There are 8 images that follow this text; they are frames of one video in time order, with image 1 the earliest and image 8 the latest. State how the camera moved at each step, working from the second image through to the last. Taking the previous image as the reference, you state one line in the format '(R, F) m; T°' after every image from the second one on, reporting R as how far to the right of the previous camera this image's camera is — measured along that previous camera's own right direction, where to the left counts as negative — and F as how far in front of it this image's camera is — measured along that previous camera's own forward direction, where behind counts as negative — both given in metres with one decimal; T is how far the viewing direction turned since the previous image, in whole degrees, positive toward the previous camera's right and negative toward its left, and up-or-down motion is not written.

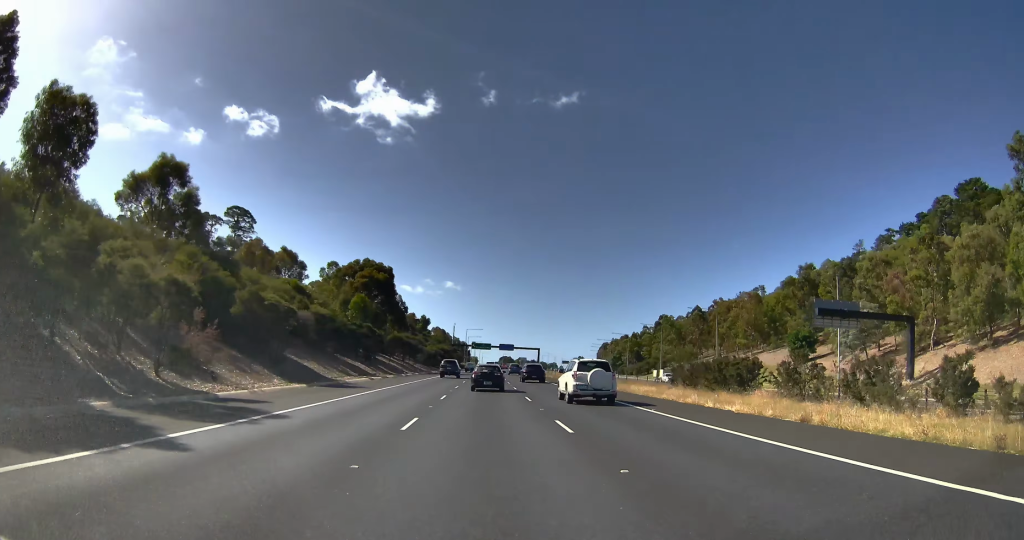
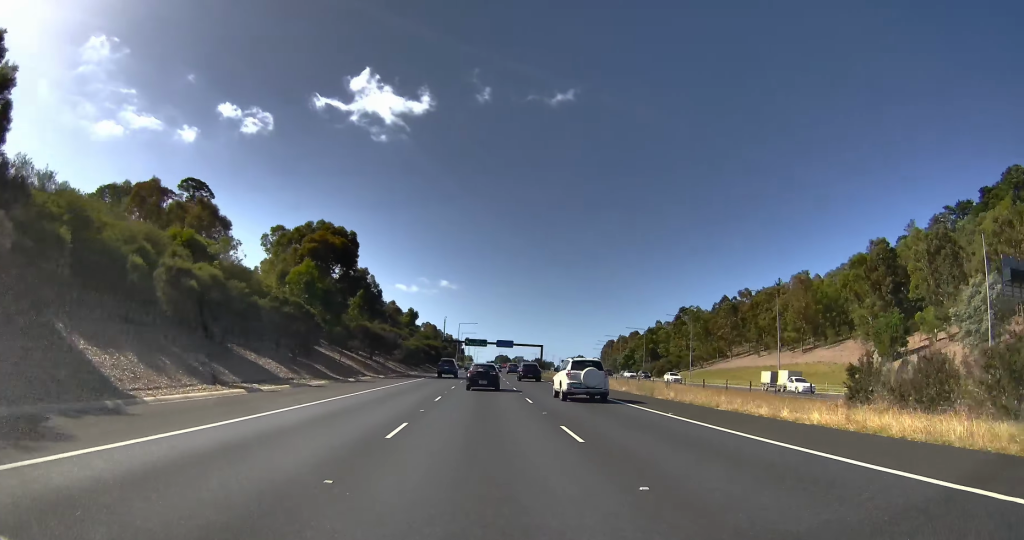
(-0.4, +25.7) m; -1°
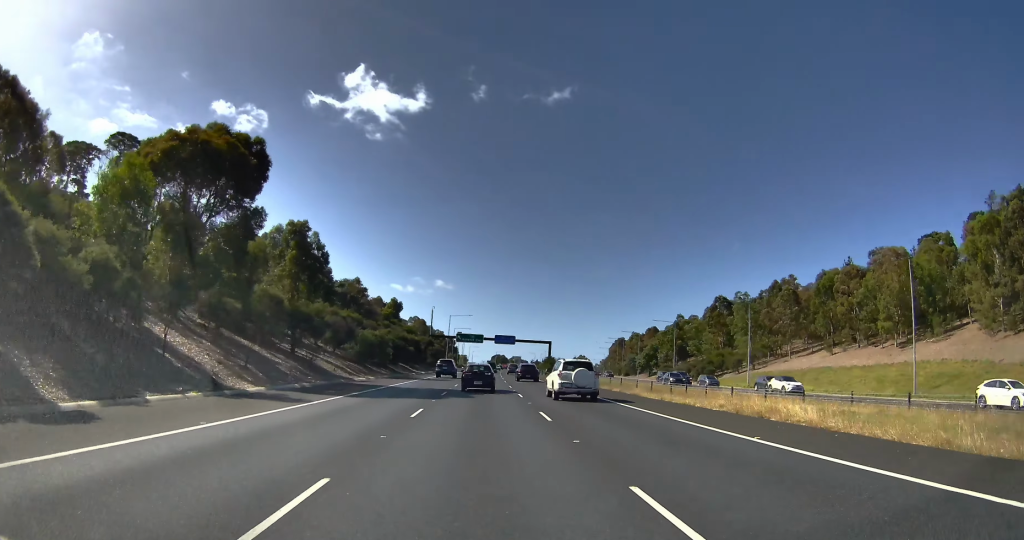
(-0.3, +32.0) m; -1°
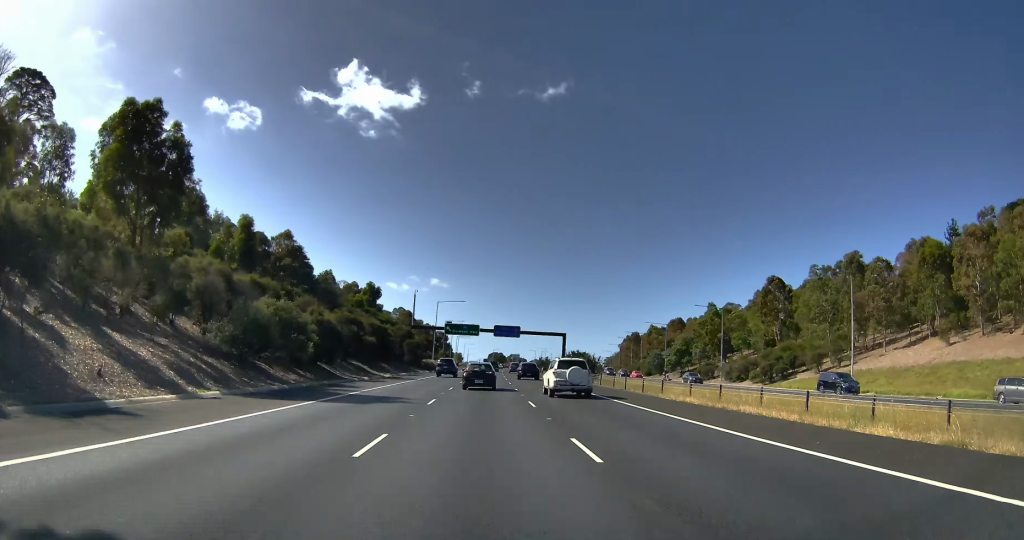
(-0.2, +33.7) m; +1°
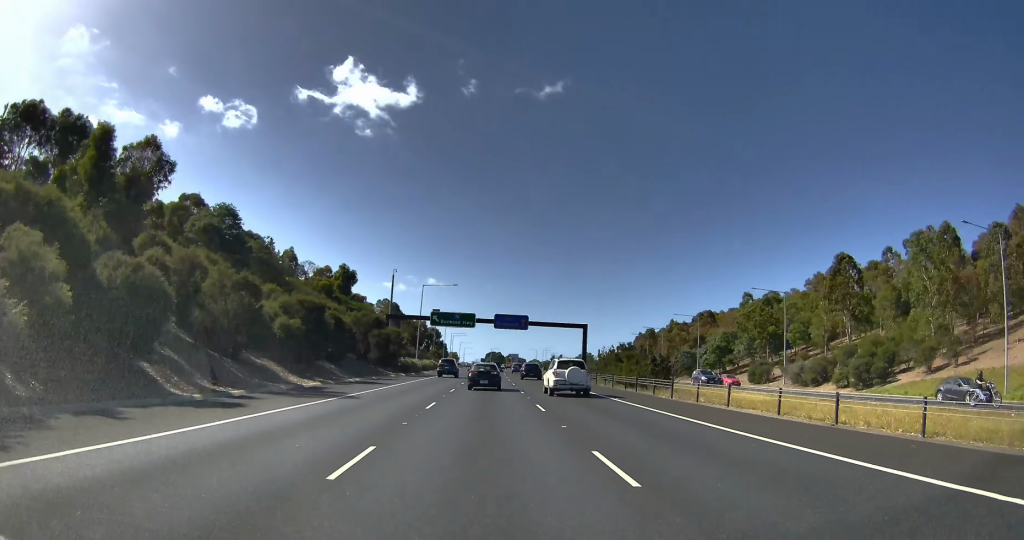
(+0.7, +30.2) m; -1°
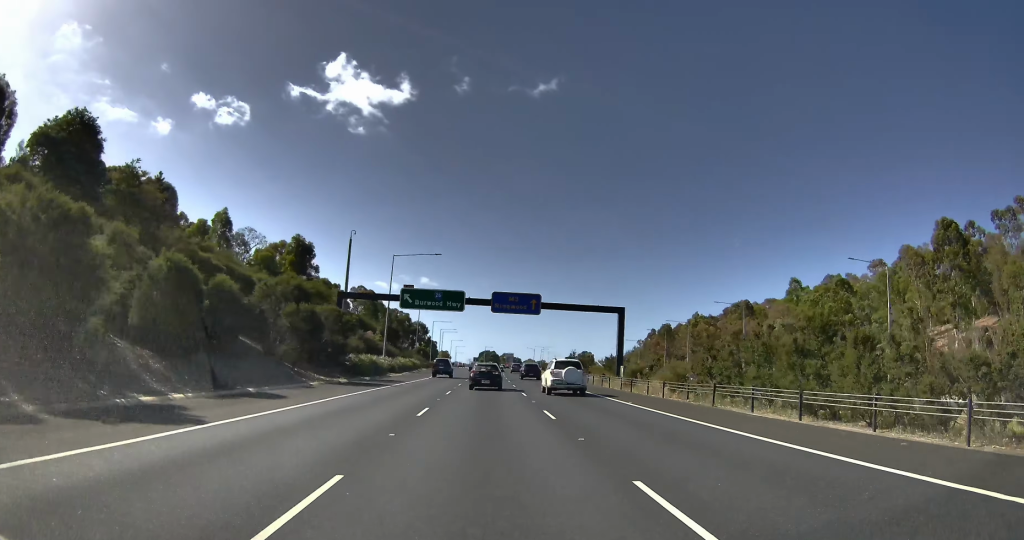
(-1.0, +33.9) m; -2°
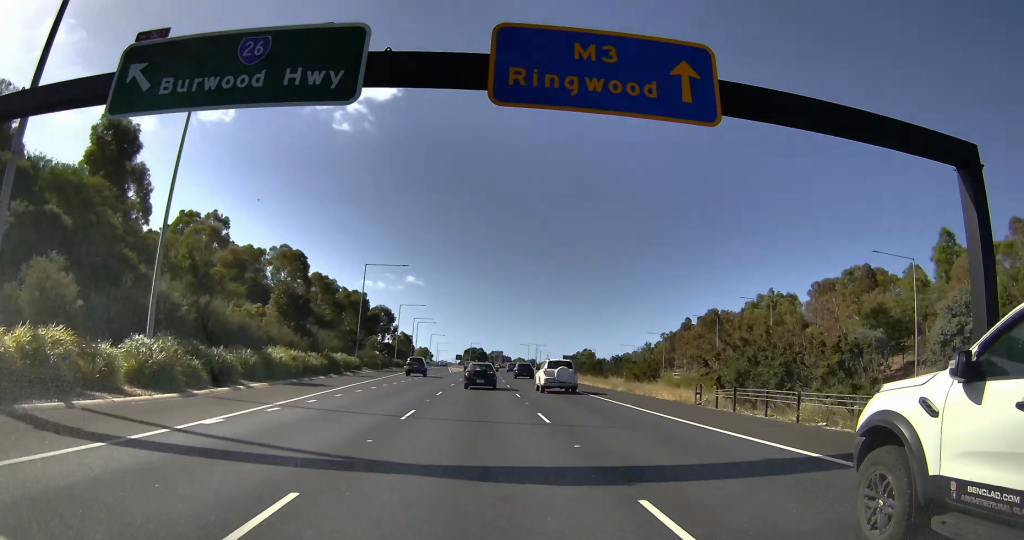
(+0.3, +61.0) m; +1°
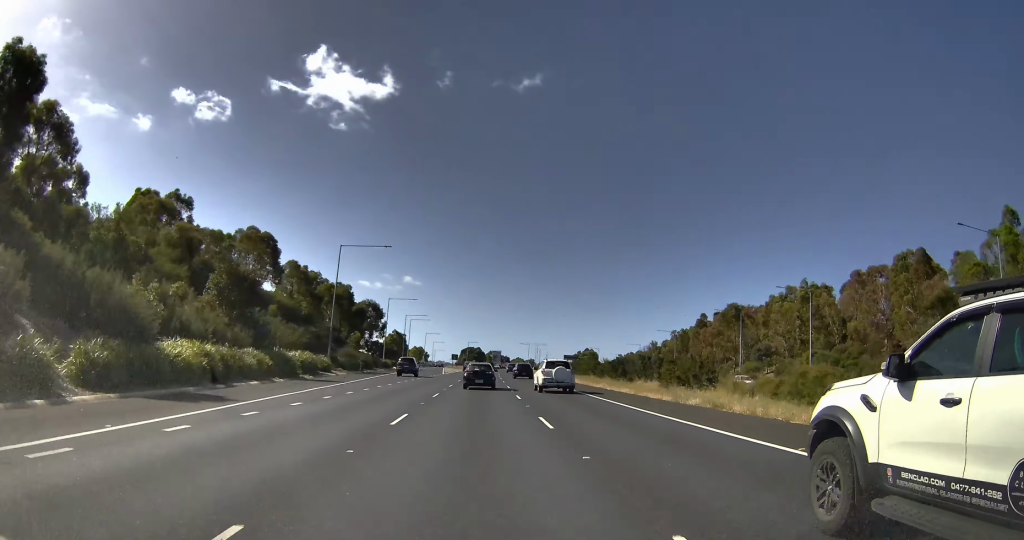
(0.0, +15.3) m; 0°
